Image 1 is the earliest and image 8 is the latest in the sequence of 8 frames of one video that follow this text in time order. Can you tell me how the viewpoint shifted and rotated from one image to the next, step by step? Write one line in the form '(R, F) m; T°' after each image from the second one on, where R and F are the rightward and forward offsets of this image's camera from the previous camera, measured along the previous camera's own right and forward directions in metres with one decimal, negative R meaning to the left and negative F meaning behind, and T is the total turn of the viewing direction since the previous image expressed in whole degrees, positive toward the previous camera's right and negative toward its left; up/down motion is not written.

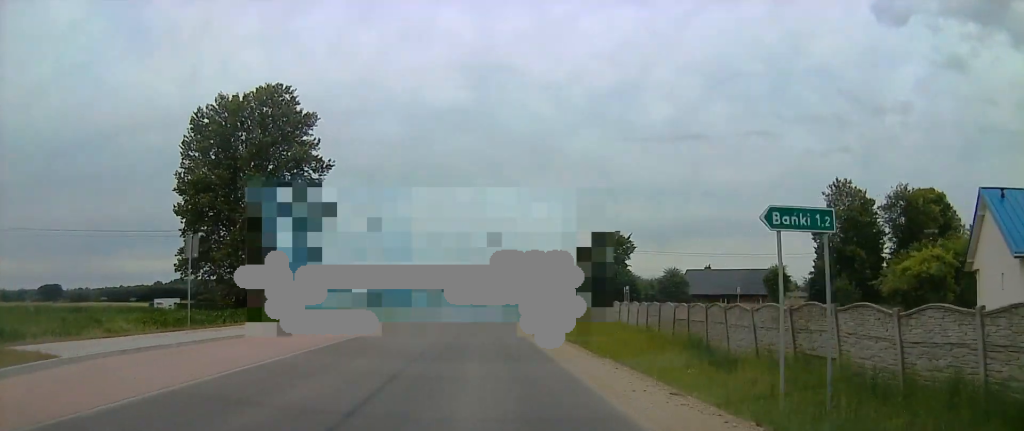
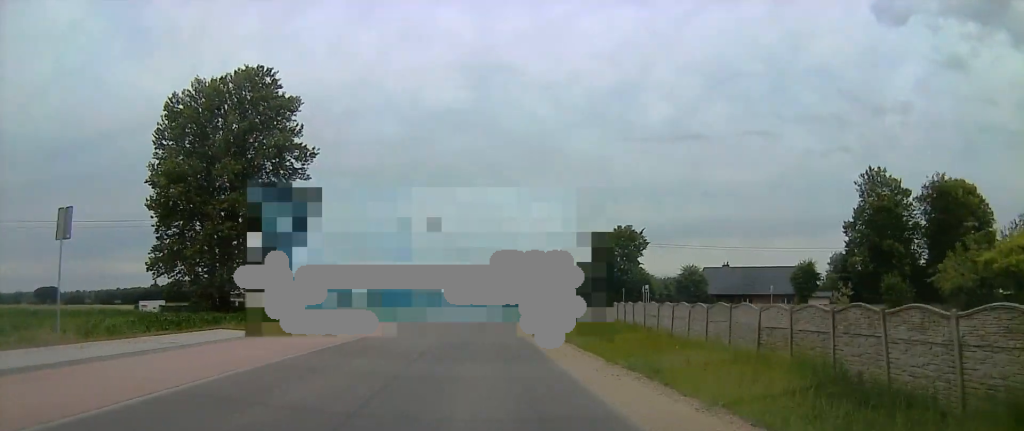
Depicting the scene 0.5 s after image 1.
(0.0, +8.2) m; -1°
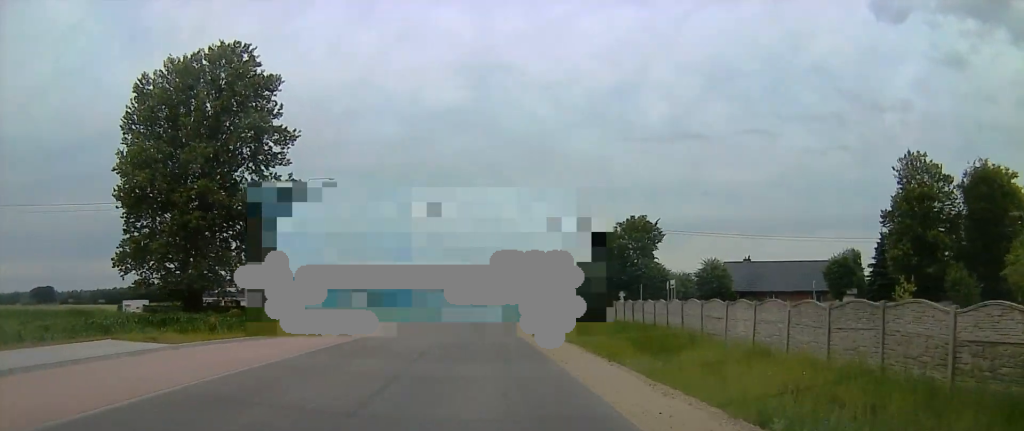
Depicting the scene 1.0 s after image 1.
(+0.1, +7.6) m; -1°
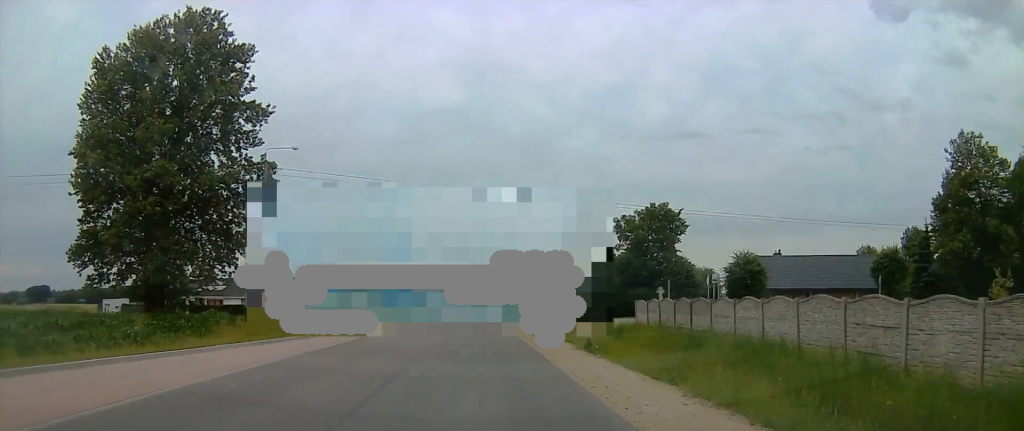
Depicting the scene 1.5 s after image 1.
(-0.3, +8.7) m; -1°
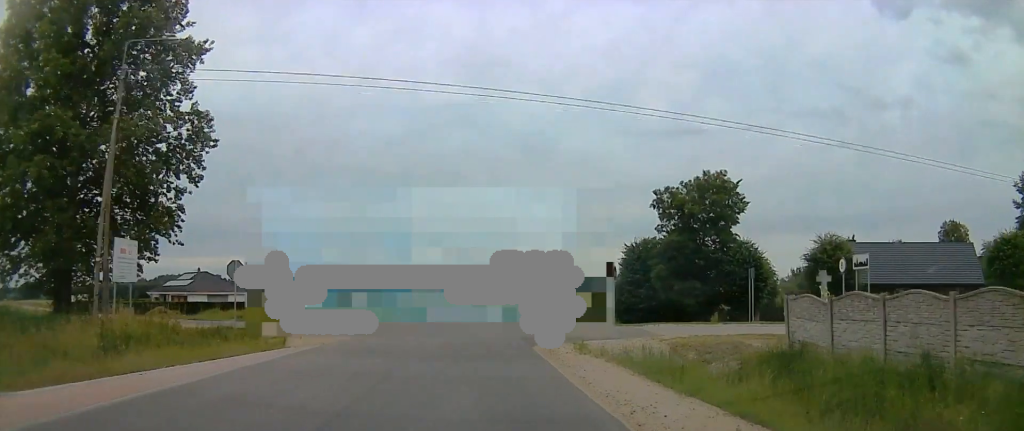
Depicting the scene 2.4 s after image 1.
(-0.3, +14.9) m; 0°
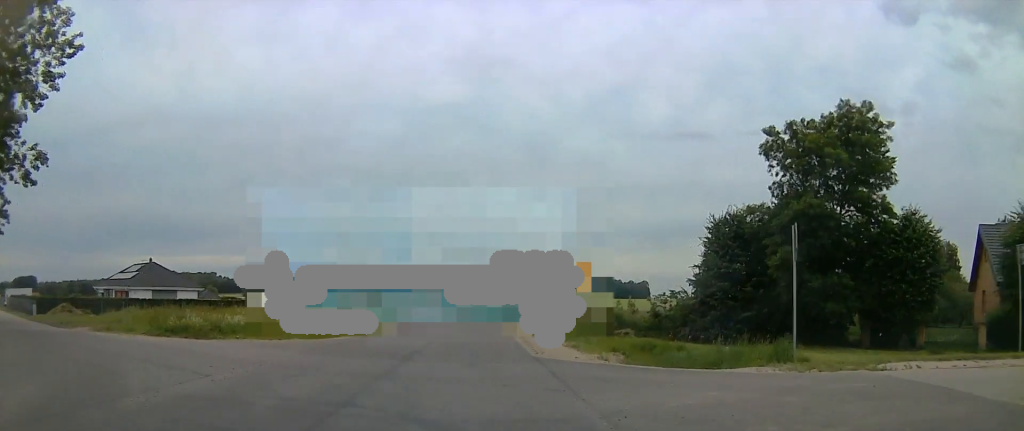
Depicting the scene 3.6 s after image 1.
(+0.2, +20.0) m; -1°
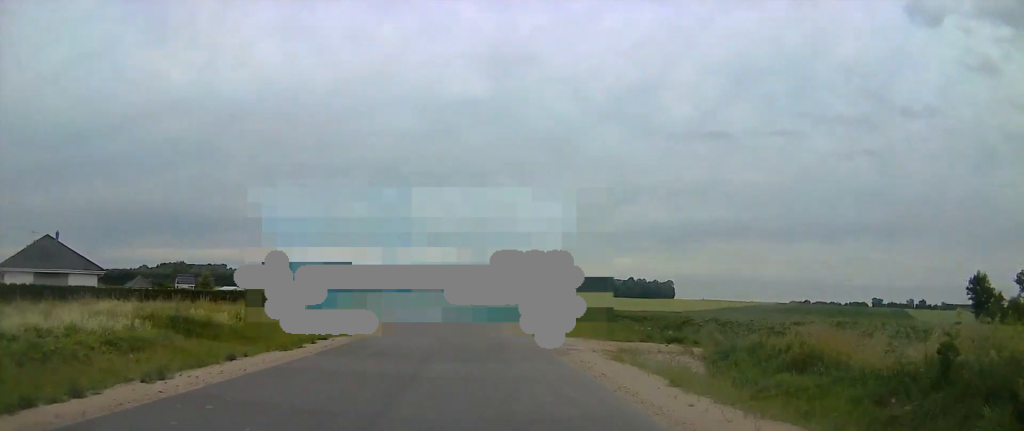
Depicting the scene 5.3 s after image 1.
(-1.5, +31.4) m; -4°
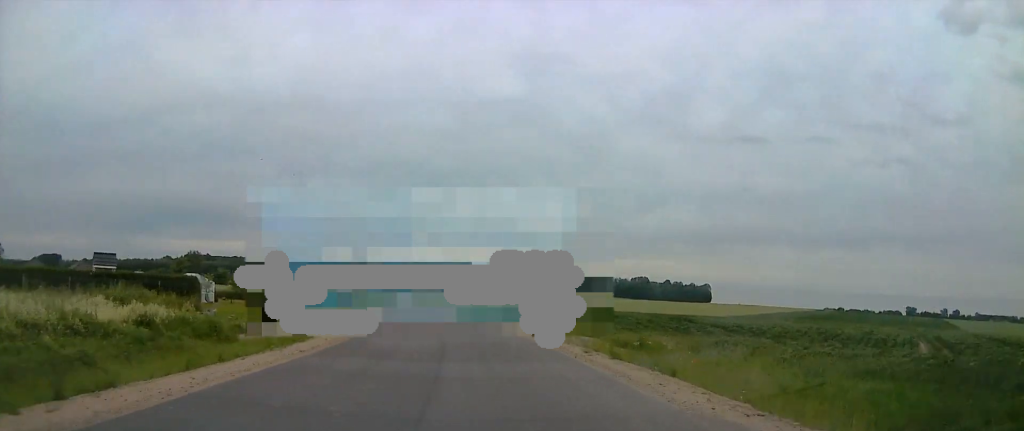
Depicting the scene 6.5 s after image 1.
(0.0, +21.6) m; 0°
